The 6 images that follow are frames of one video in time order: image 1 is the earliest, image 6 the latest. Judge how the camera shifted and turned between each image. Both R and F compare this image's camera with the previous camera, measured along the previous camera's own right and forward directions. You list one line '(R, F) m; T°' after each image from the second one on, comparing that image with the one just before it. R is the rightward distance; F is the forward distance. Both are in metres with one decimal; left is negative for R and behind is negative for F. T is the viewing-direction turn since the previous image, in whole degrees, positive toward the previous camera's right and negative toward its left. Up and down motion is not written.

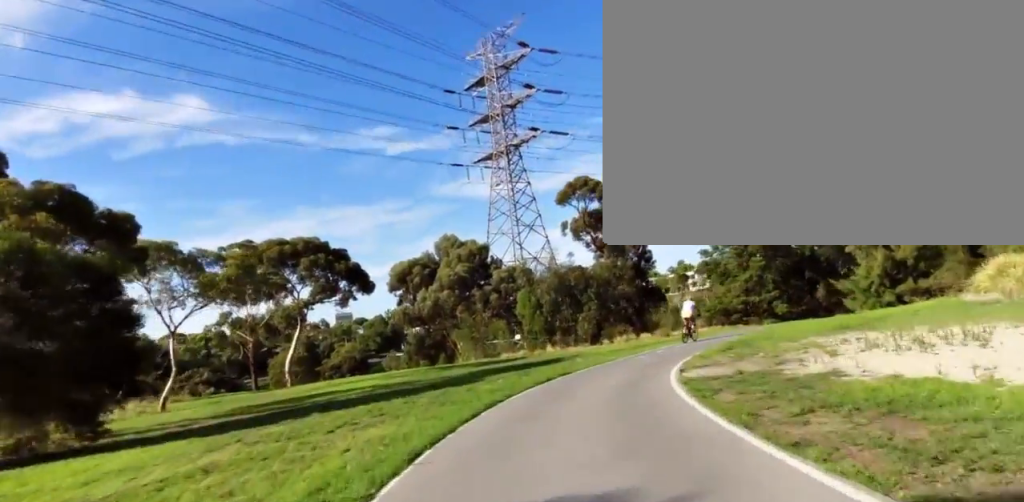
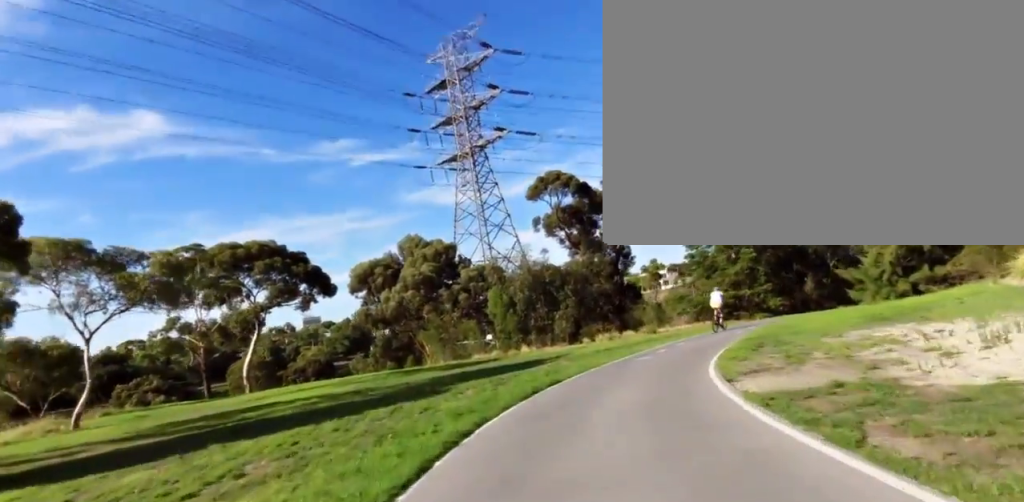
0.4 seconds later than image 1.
(-0.1, +3.5) m; +5°
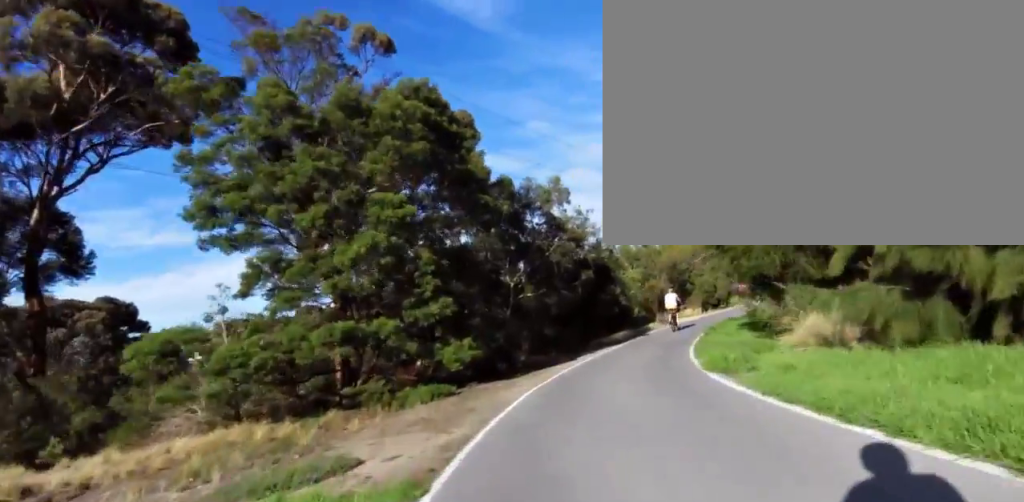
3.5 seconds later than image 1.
(+10.0, +23.1) m; +49°
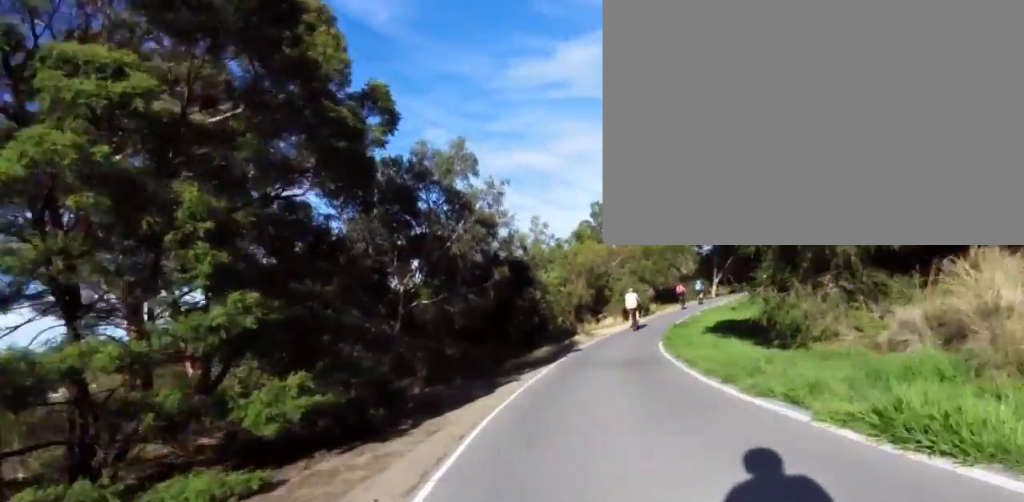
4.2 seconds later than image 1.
(+0.4, +5.7) m; +12°
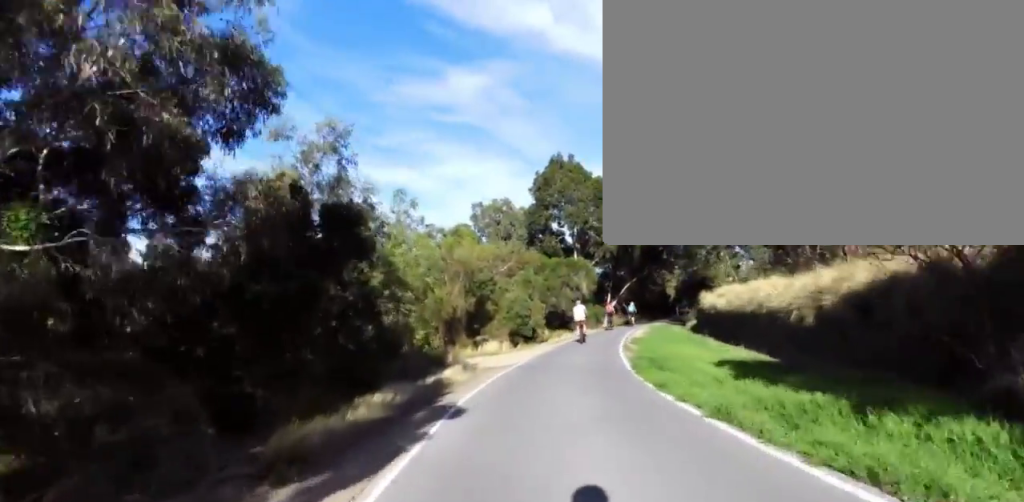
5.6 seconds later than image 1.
(+1.8, +11.4) m; +8°
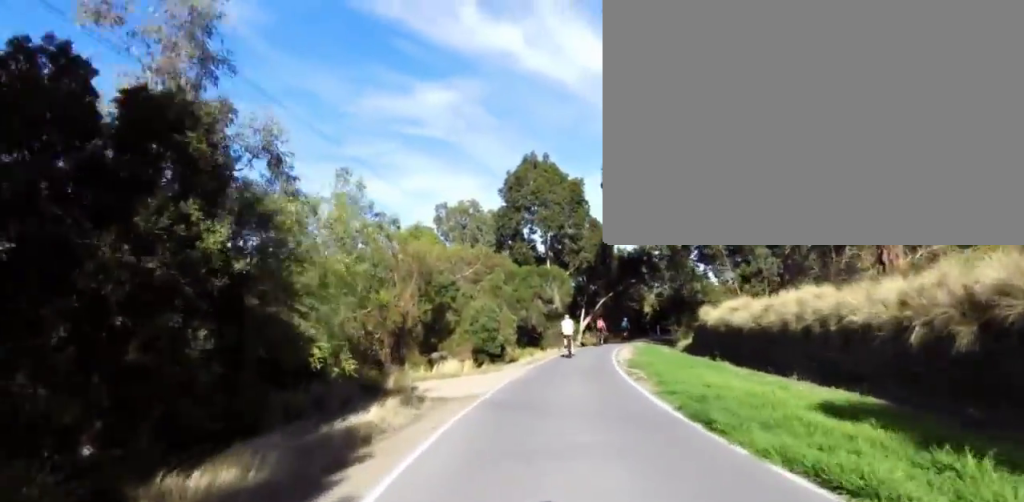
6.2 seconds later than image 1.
(-0.3, +5.1) m; 0°
